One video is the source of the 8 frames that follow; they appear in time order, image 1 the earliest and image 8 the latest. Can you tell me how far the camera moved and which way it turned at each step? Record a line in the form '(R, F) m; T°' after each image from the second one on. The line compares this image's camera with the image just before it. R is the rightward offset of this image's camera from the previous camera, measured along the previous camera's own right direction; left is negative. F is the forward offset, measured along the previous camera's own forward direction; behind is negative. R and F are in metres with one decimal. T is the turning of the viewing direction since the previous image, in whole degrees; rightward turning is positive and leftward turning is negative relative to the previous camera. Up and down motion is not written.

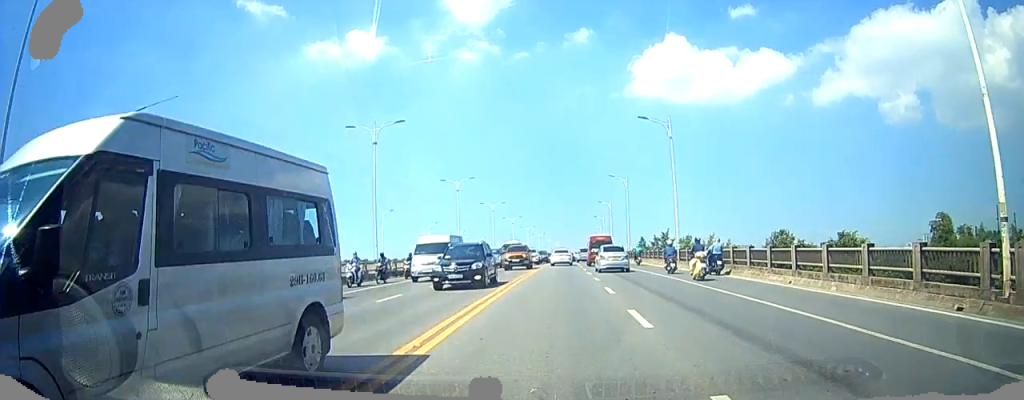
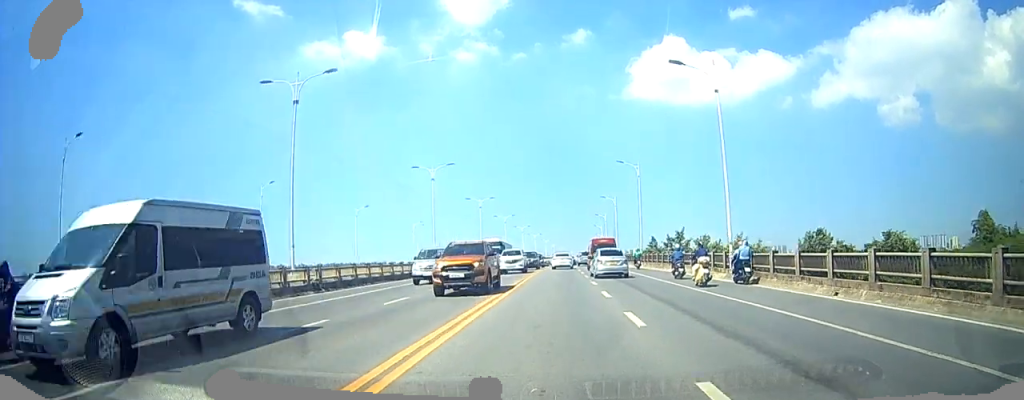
(-0.3, +12.2) m; -3°
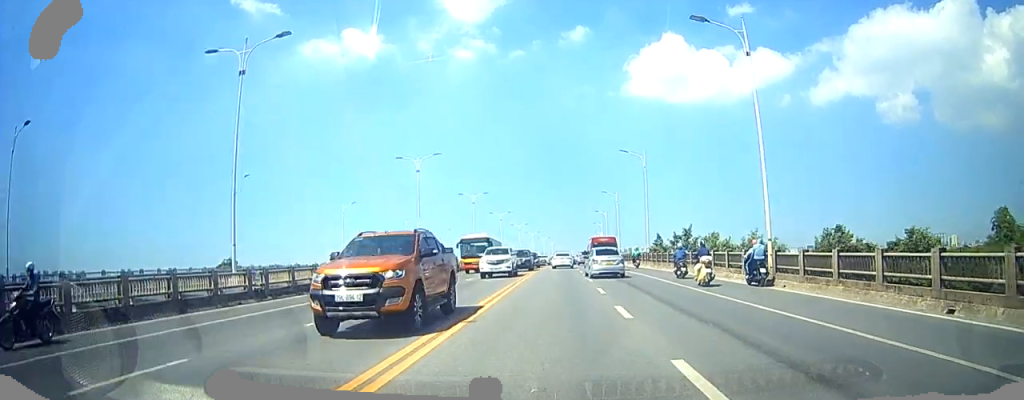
(-0.1, +5.2) m; -2°
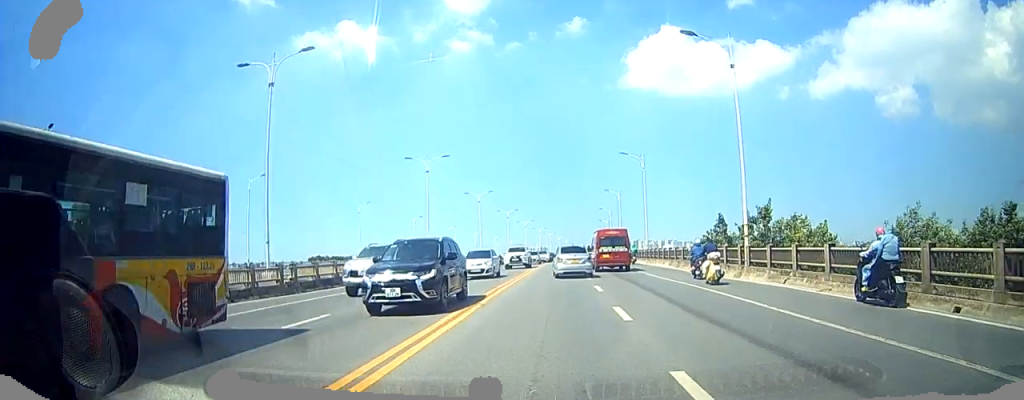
(+0.2, +28.5) m; +1°
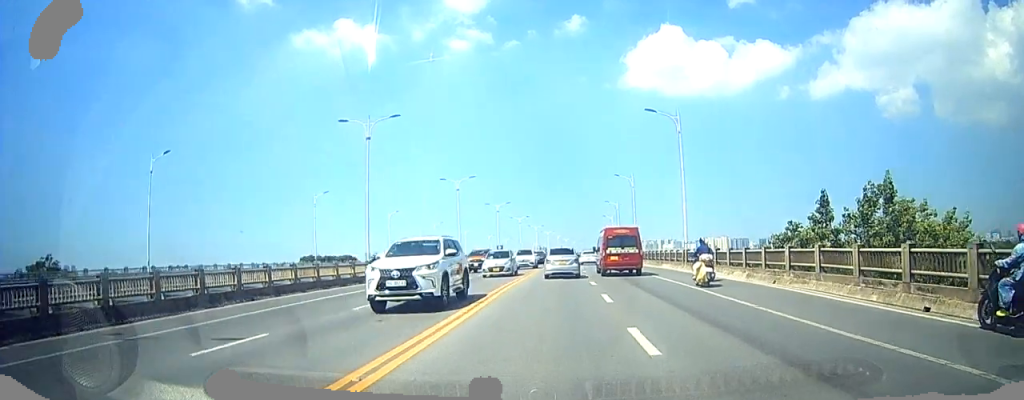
(0.0, +19.2) m; -1°
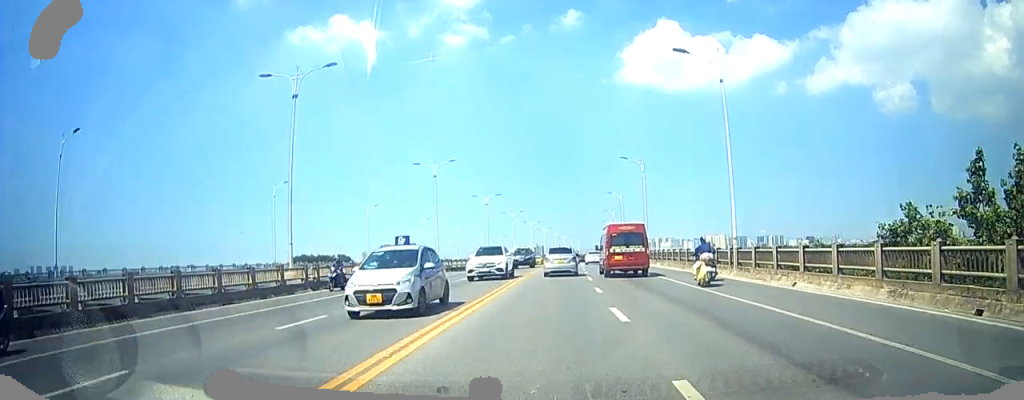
(-0.1, +11.9) m; 0°
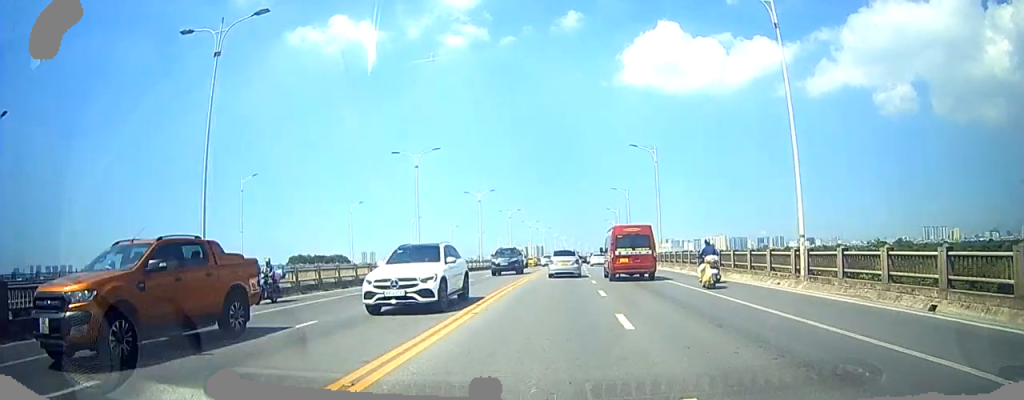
(0.0, +8.2) m; 0°
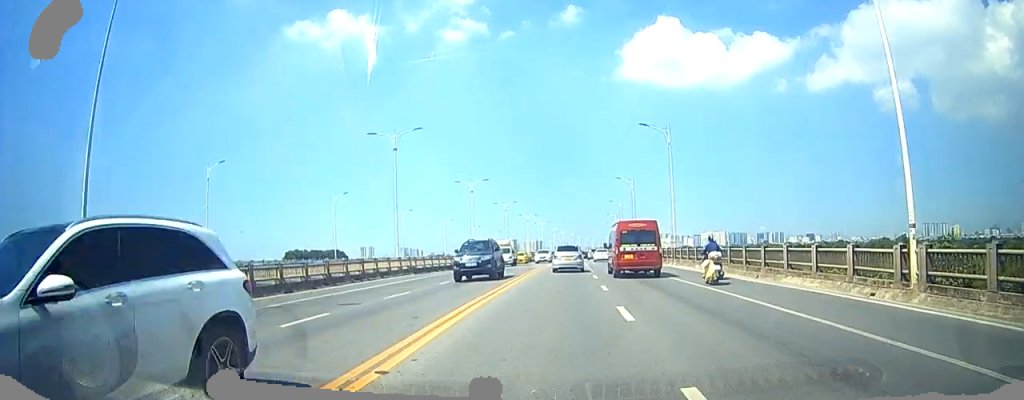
(0.0, +6.8) m; 0°
